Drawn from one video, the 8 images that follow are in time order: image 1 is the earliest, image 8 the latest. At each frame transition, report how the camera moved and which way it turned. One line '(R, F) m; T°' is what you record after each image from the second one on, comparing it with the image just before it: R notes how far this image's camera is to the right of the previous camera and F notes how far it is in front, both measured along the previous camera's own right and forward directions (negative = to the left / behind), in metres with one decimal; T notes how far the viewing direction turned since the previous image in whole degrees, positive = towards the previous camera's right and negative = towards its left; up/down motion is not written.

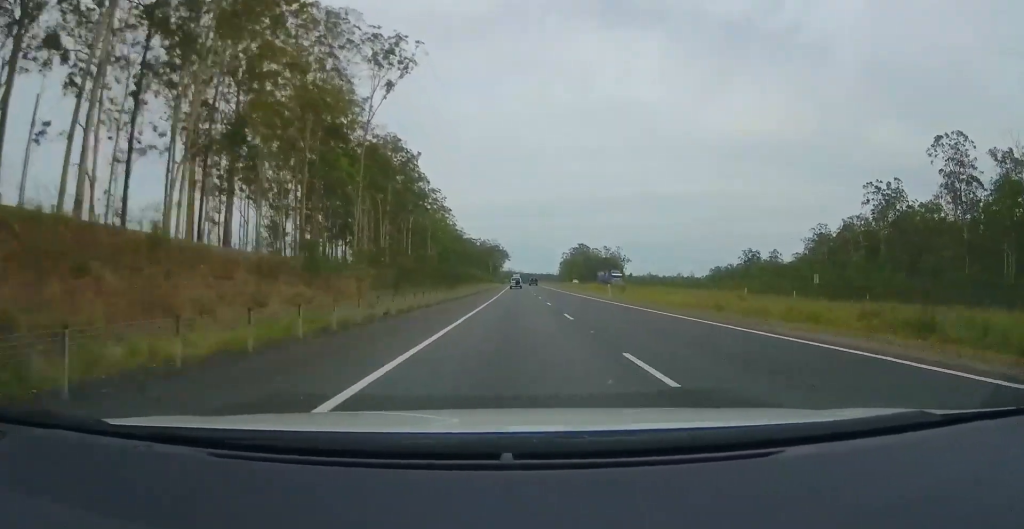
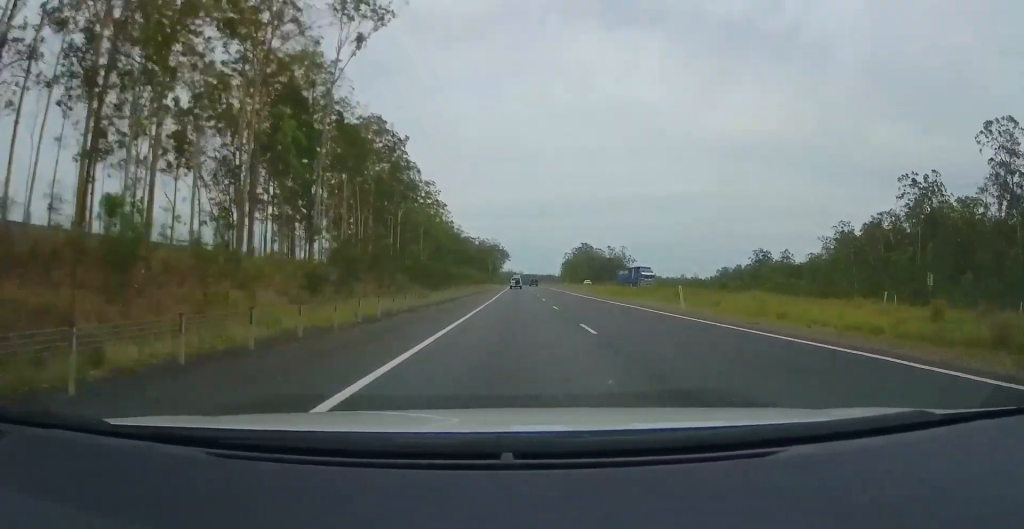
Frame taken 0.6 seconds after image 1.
(+0.2, +16.8) m; 0°
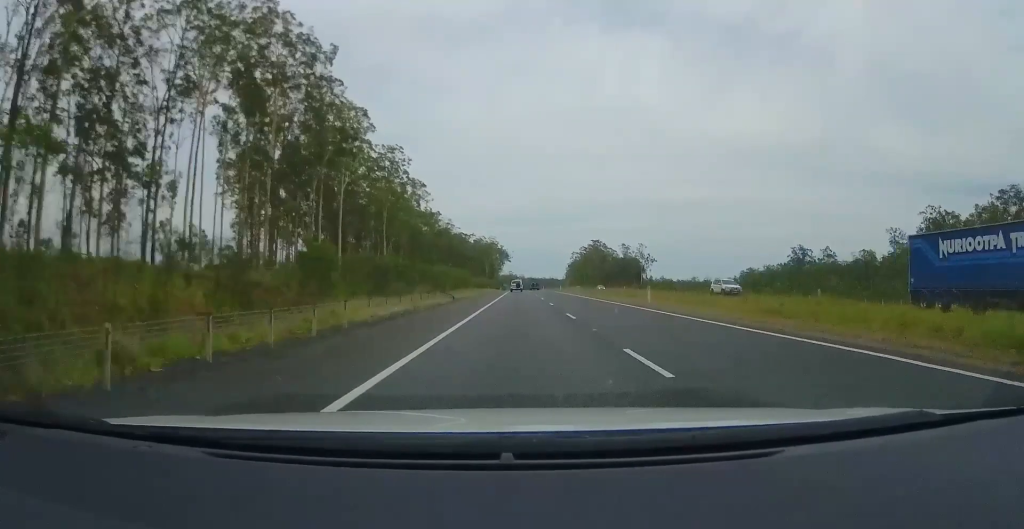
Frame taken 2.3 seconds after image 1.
(+0.2, +53.0) m; 0°
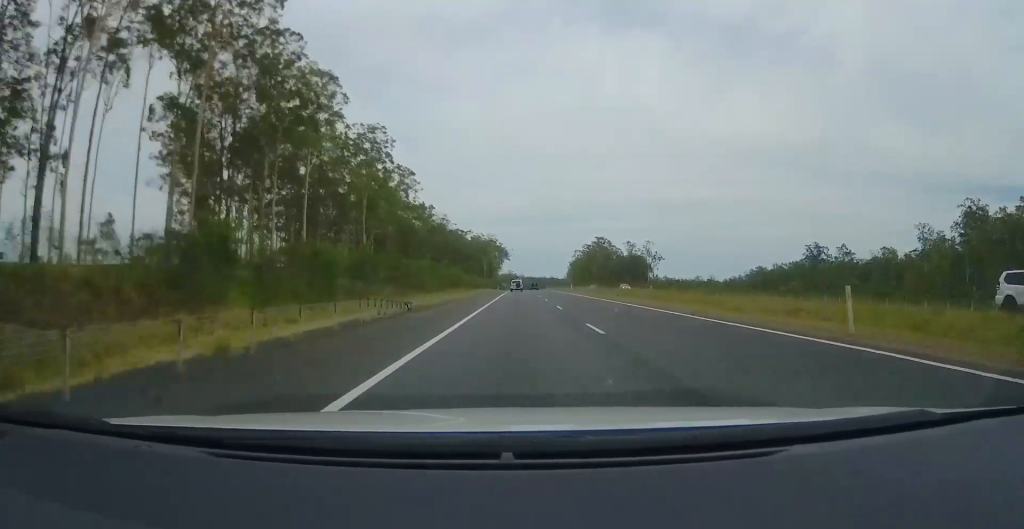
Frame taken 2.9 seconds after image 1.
(0.0, +18.0) m; 0°
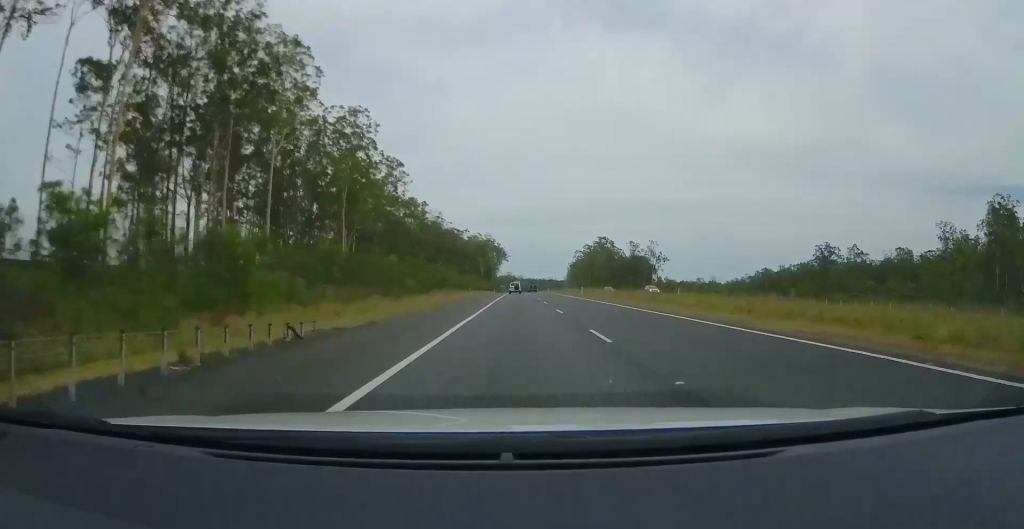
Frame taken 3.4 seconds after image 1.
(0.0, +13.3) m; 0°
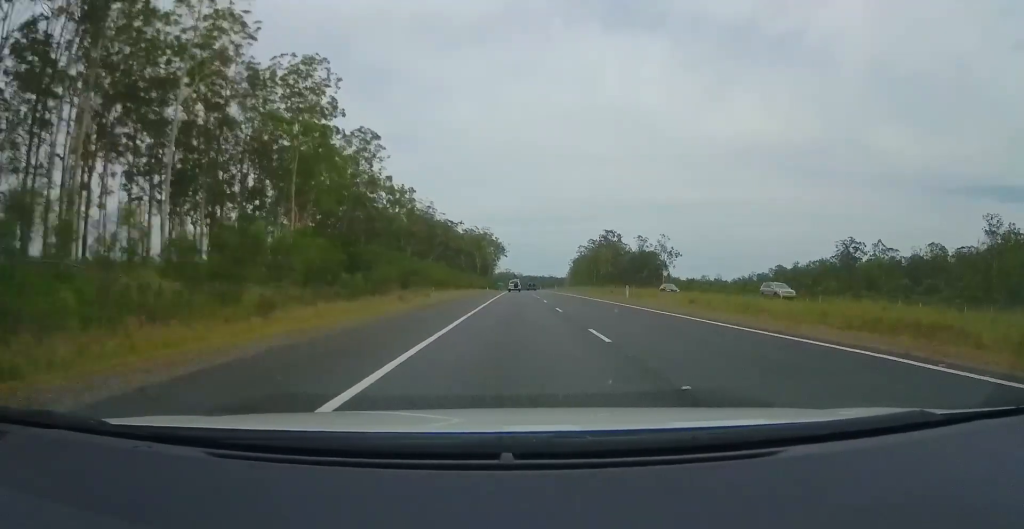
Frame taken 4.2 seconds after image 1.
(0.0, +24.1) m; 0°
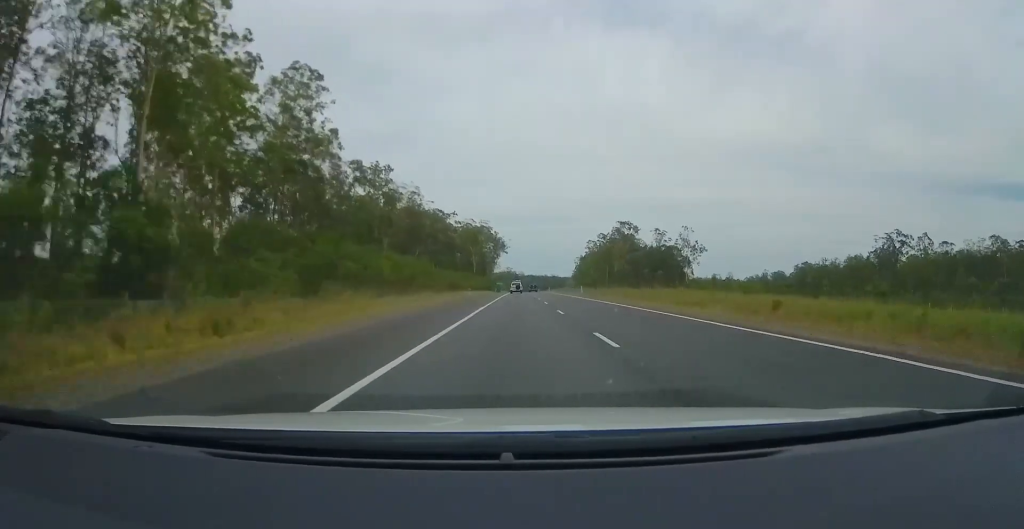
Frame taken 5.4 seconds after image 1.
(-0.3, +36.4) m; -1°
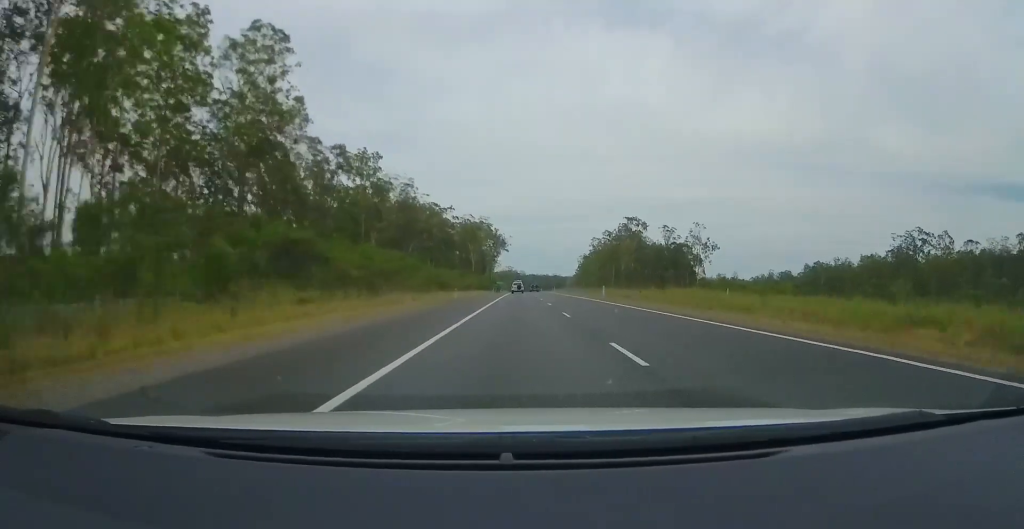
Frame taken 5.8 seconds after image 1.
(-0.1, +14.6) m; 0°
